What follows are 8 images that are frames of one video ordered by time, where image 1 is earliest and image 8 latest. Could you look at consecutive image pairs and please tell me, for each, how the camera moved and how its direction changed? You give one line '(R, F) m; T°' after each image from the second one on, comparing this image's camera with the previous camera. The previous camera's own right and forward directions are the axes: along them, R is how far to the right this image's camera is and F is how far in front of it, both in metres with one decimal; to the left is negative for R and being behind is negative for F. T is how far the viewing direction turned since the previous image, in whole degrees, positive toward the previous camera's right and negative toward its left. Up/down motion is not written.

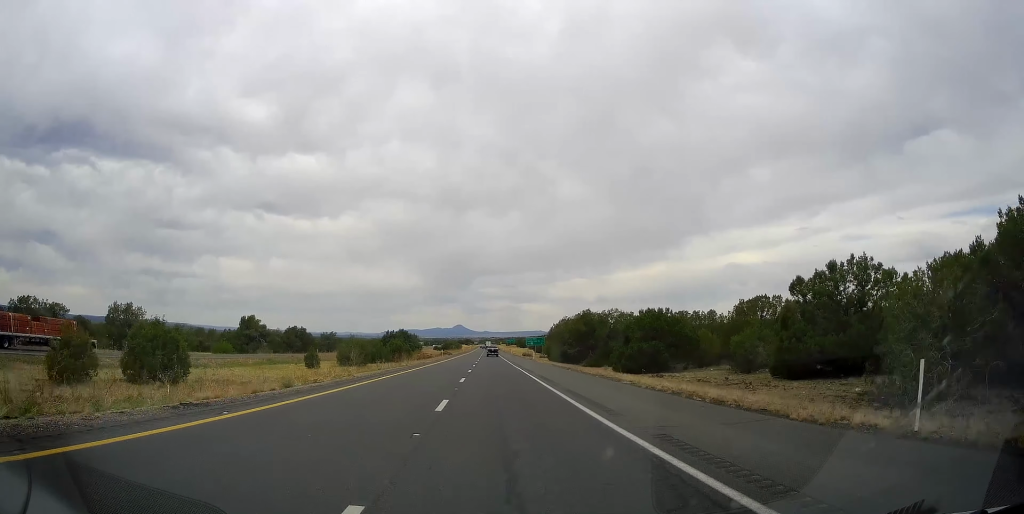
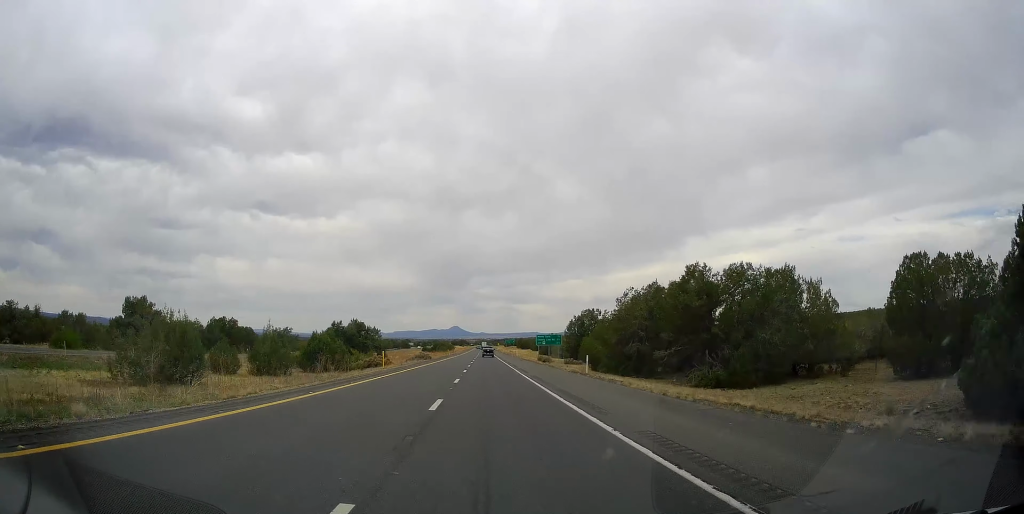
(-0.1, +48.5) m; 0°
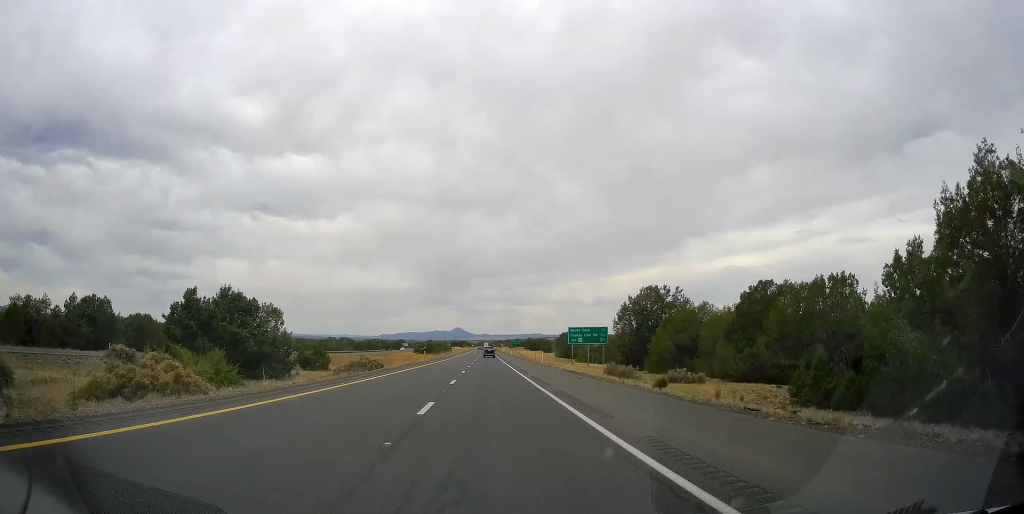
(+0.7, +49.5) m; +1°
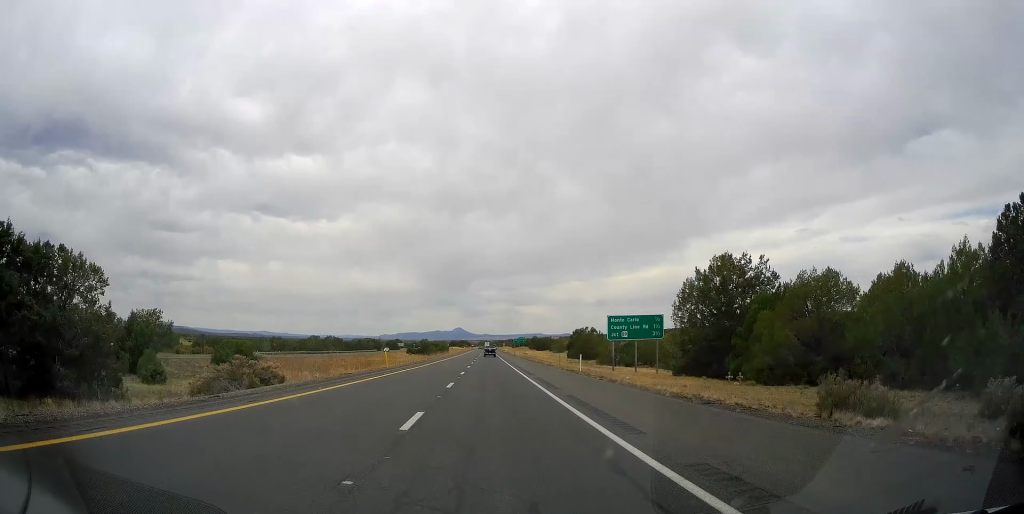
(-0.1, +27.0) m; 0°
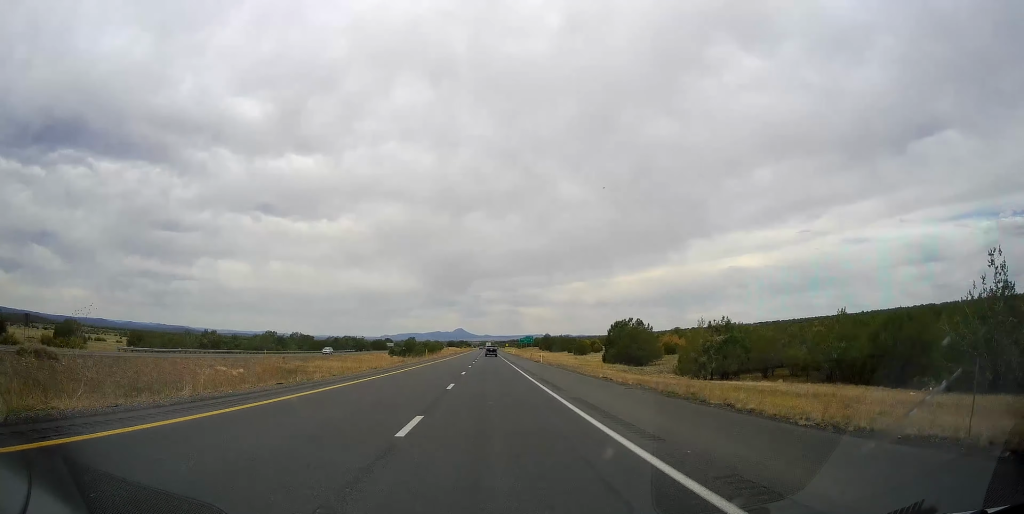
(+0.2, +49.7) m; 0°
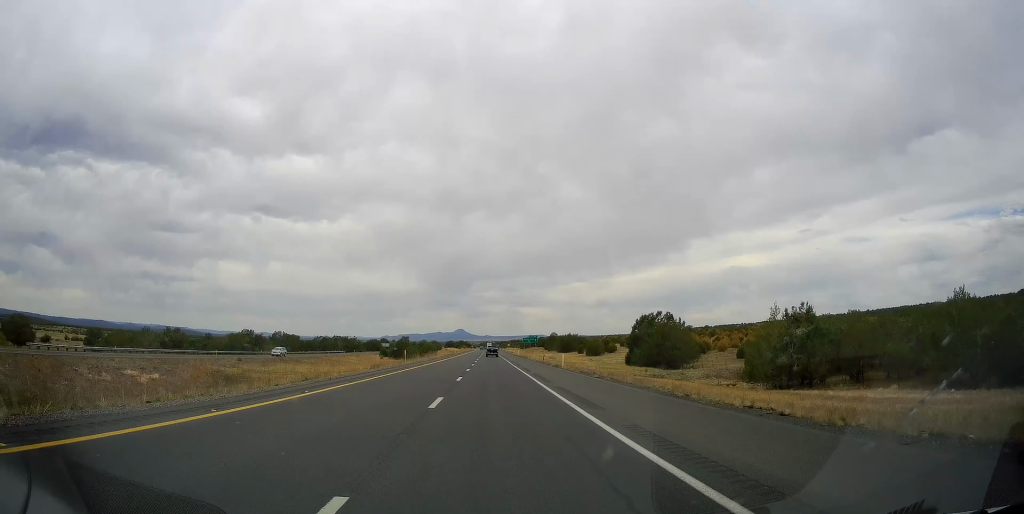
(-0.3, +19.2) m; 0°
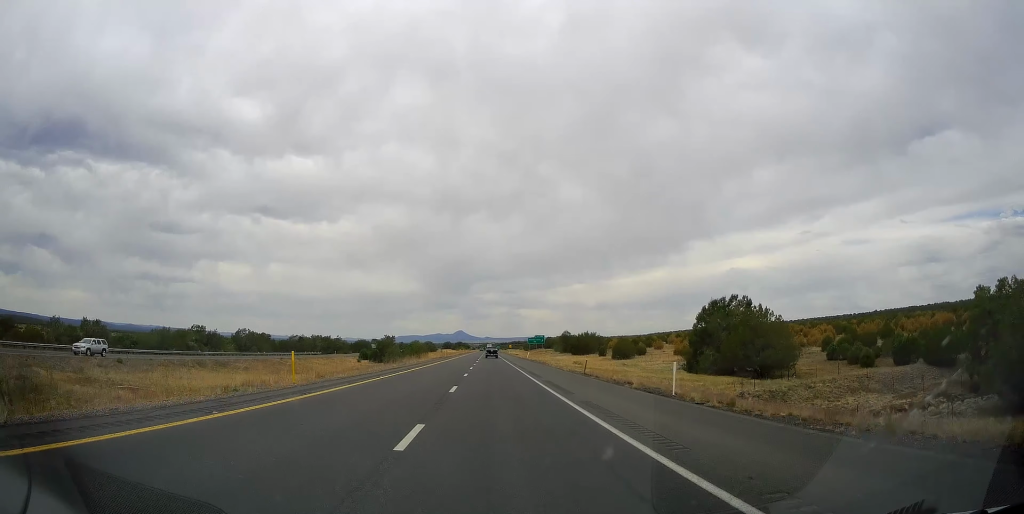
(-0.2, +30.6) m; 0°
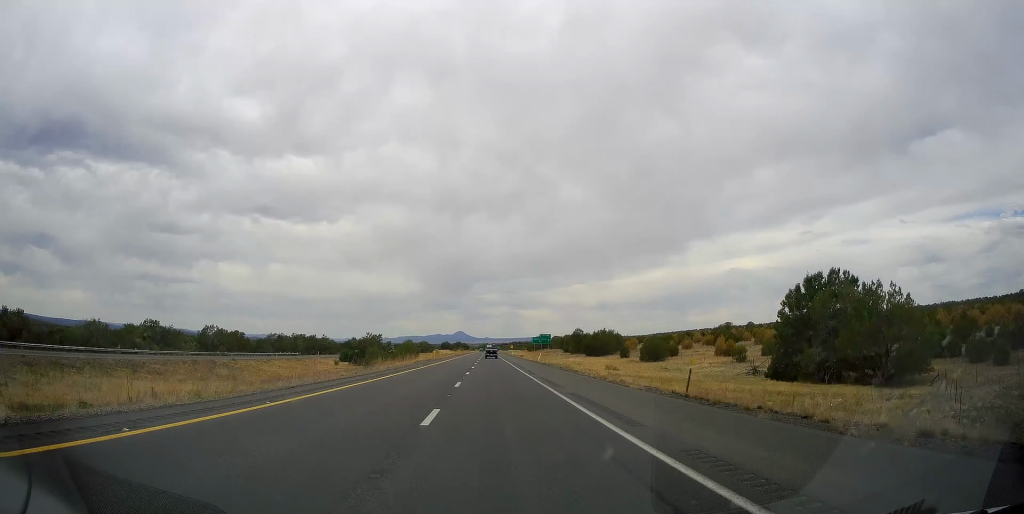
(0.0, +21.6) m; 0°
